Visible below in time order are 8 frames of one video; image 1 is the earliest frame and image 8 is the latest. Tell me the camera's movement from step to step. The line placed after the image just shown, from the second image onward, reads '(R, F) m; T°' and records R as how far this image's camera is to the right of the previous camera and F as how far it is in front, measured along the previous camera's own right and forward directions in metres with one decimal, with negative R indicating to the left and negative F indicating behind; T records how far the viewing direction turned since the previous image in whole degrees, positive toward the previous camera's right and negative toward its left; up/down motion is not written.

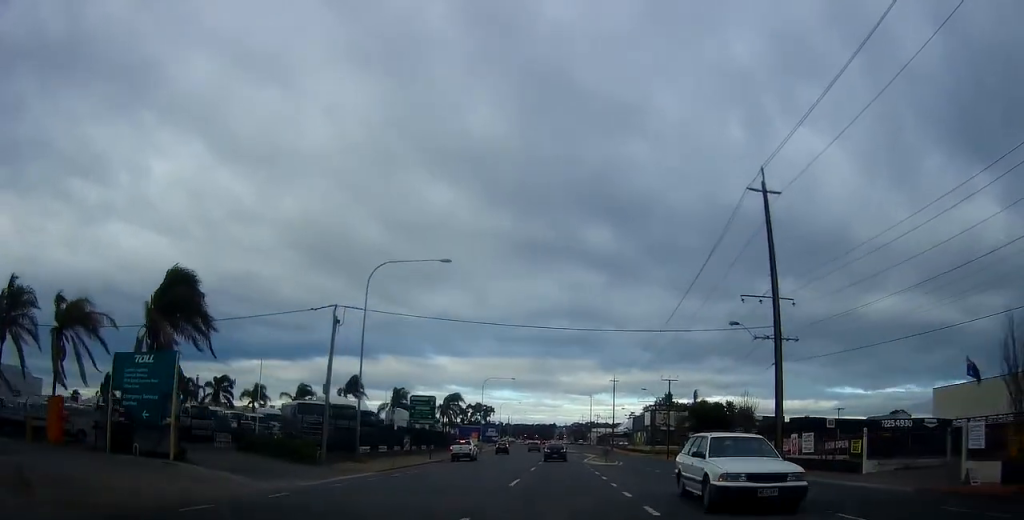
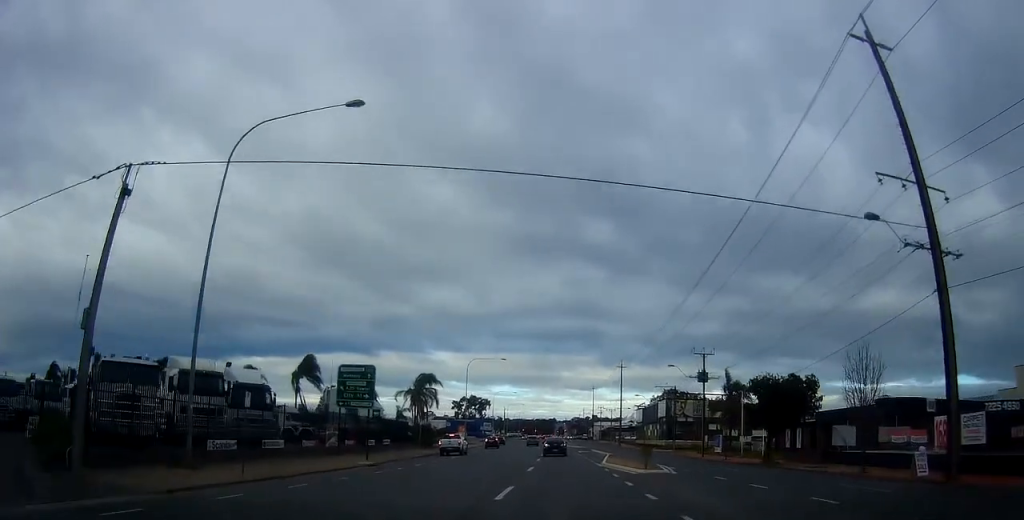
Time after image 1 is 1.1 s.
(0.0, +17.9) m; 0°
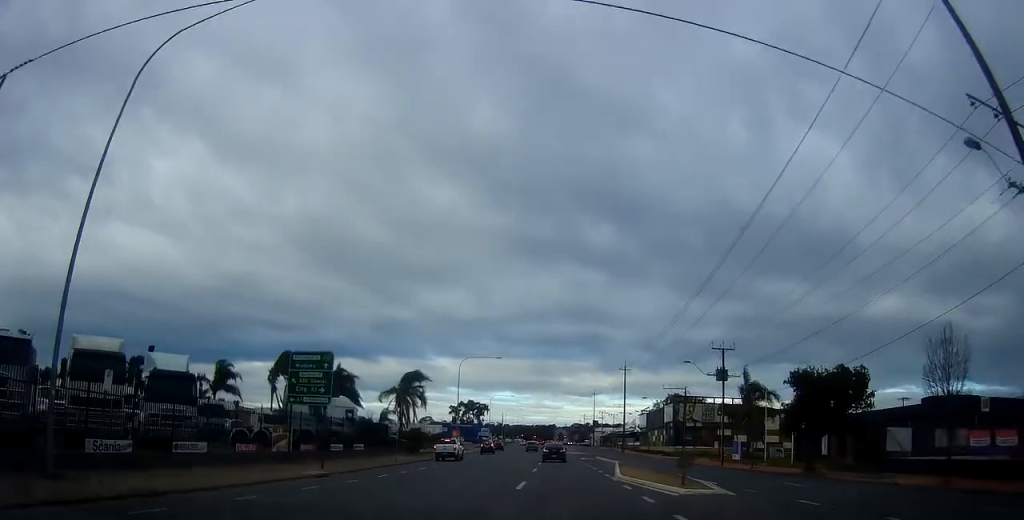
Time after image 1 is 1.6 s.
(0.0, +6.8) m; 0°
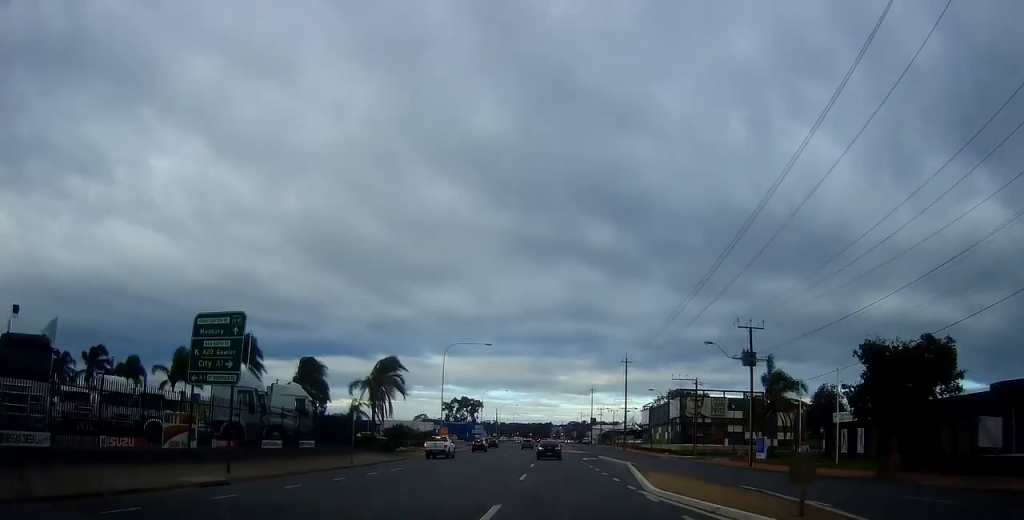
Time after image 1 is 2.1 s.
(0.0, +8.4) m; 0°
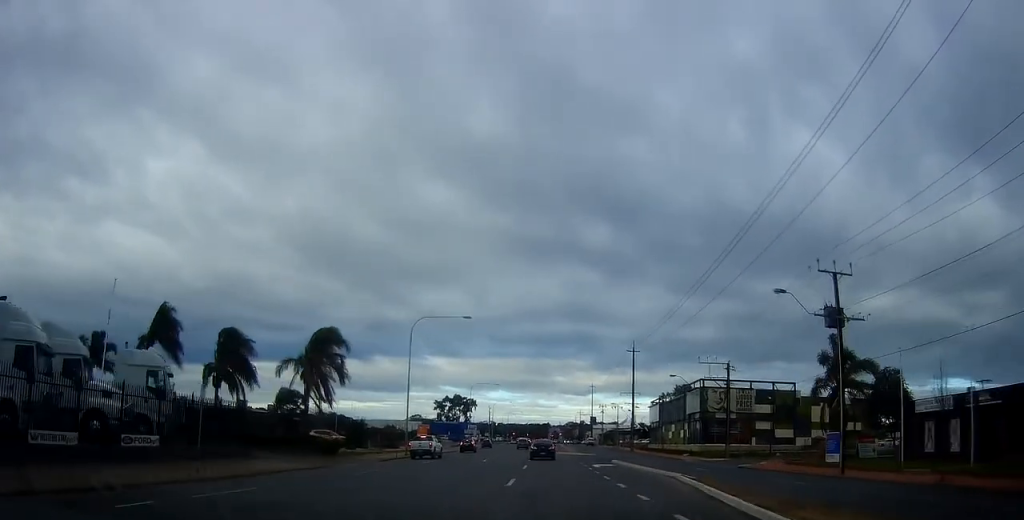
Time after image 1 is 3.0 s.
(0.0, +14.7) m; 0°
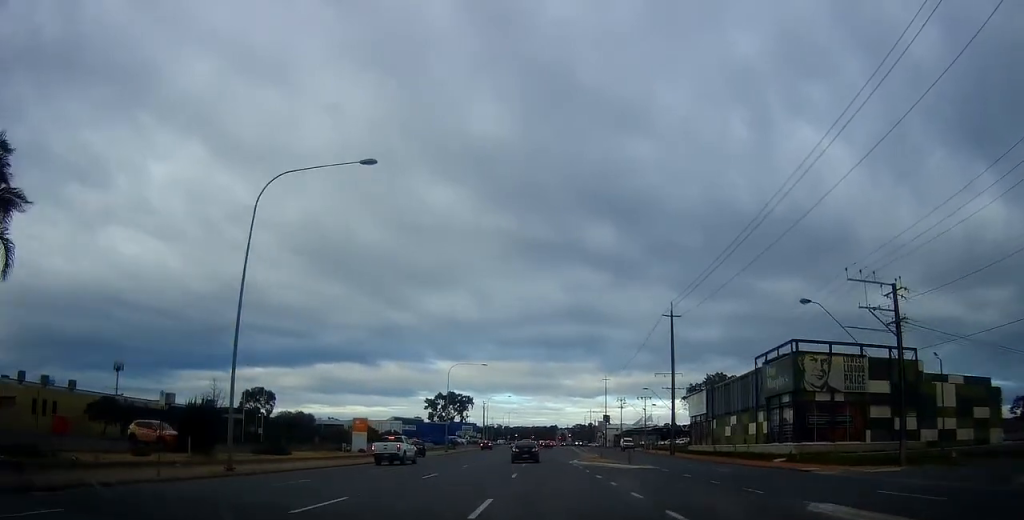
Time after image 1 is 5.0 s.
(0.0, +30.7) m; 0°
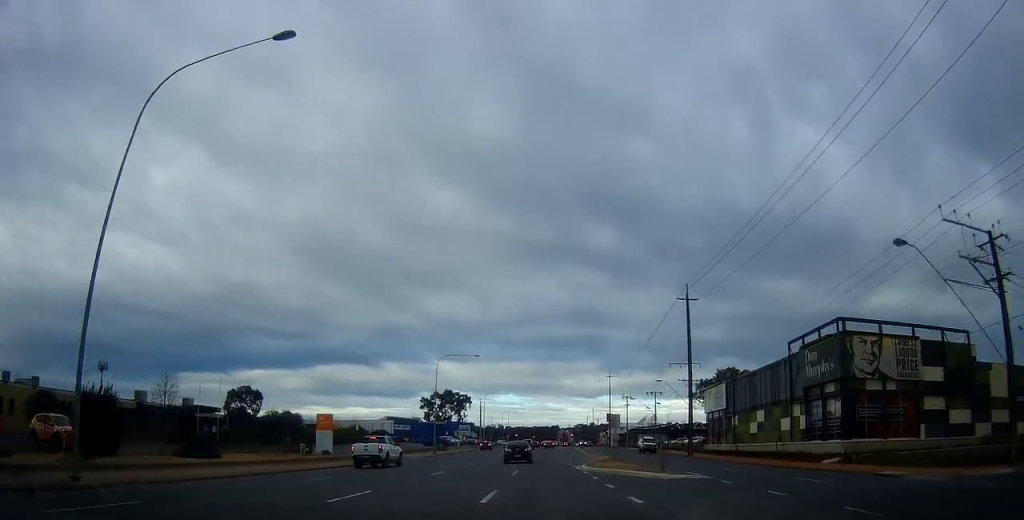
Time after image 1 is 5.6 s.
(0.0, +9.2) m; 0°
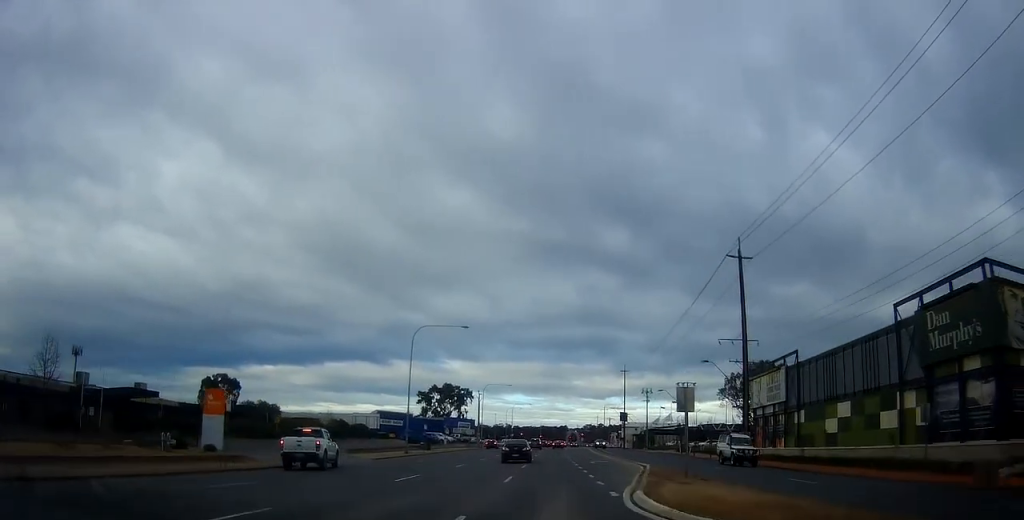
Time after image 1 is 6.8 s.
(0.0, +17.6) m; -2°
